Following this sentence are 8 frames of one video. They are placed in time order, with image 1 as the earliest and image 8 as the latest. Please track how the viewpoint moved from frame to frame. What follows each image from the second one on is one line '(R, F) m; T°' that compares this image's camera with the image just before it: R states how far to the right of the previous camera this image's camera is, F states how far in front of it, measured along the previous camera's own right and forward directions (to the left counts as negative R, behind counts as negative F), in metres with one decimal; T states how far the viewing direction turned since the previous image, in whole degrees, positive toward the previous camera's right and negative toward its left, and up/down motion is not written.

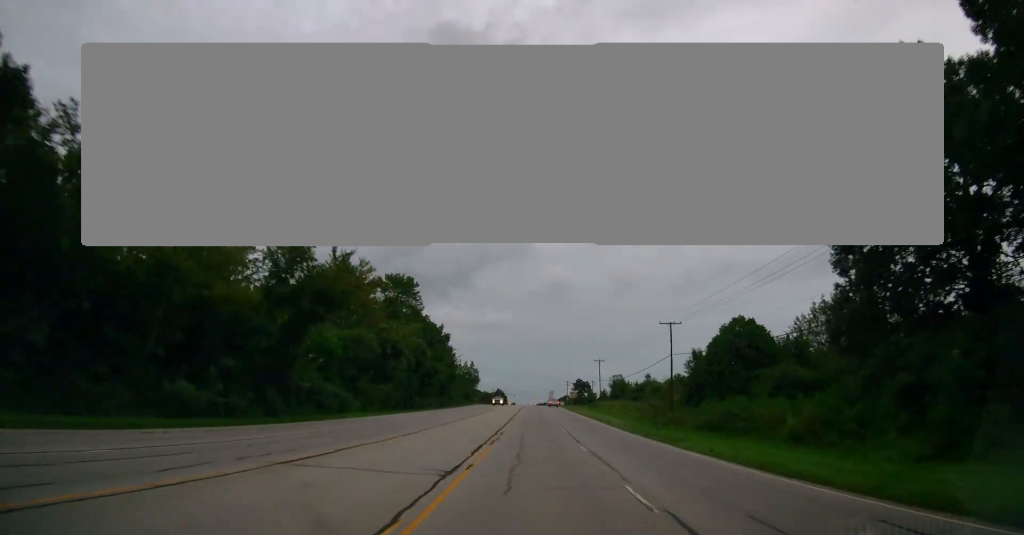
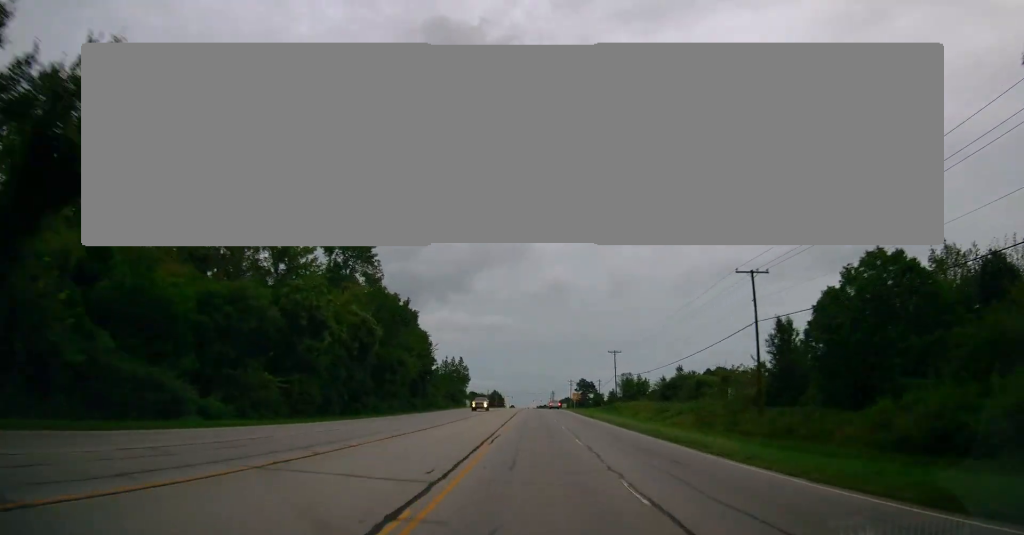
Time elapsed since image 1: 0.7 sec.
(-0.1, +24.2) m; 0°
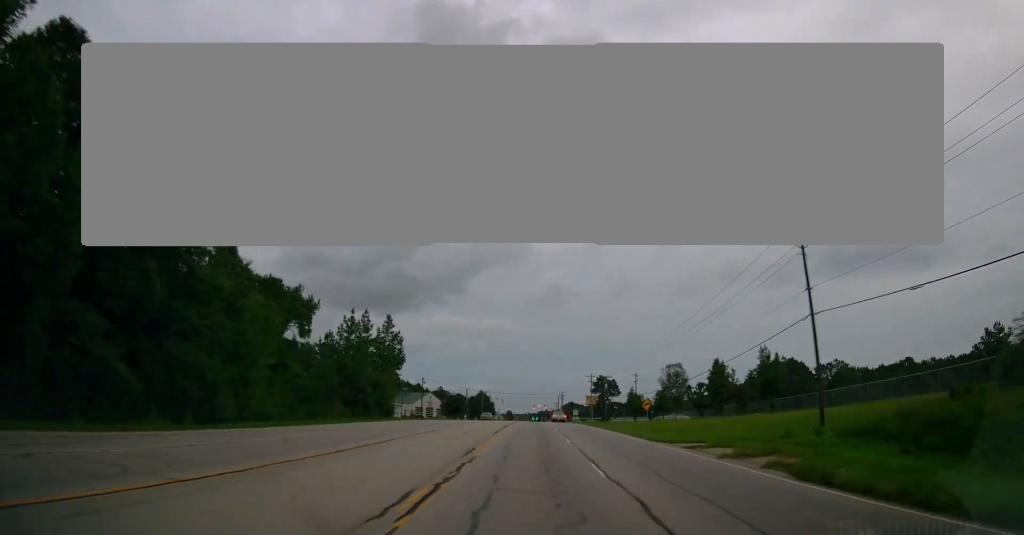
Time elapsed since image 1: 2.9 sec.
(+0.2, +72.0) m; 0°
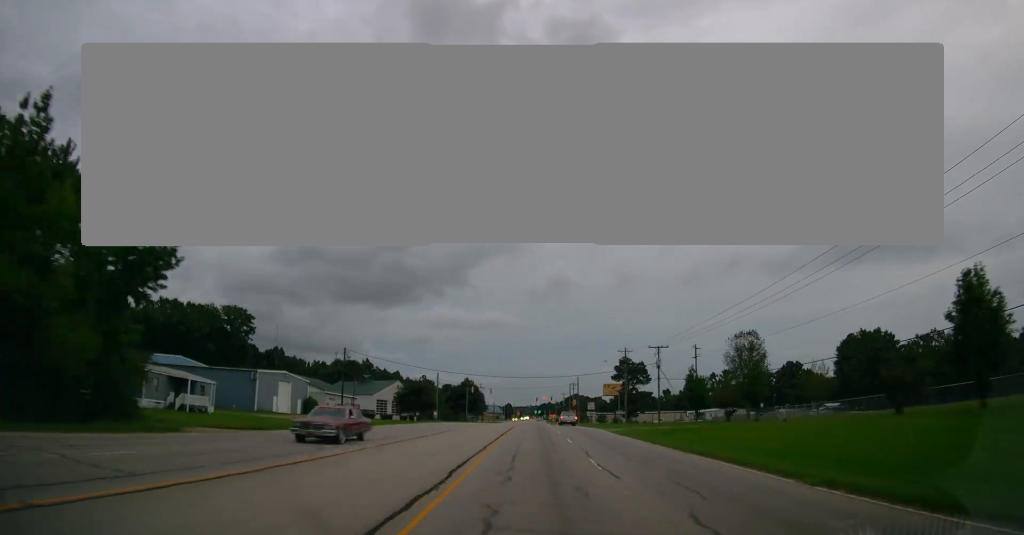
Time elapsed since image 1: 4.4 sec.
(-0.3, +48.4) m; 0°
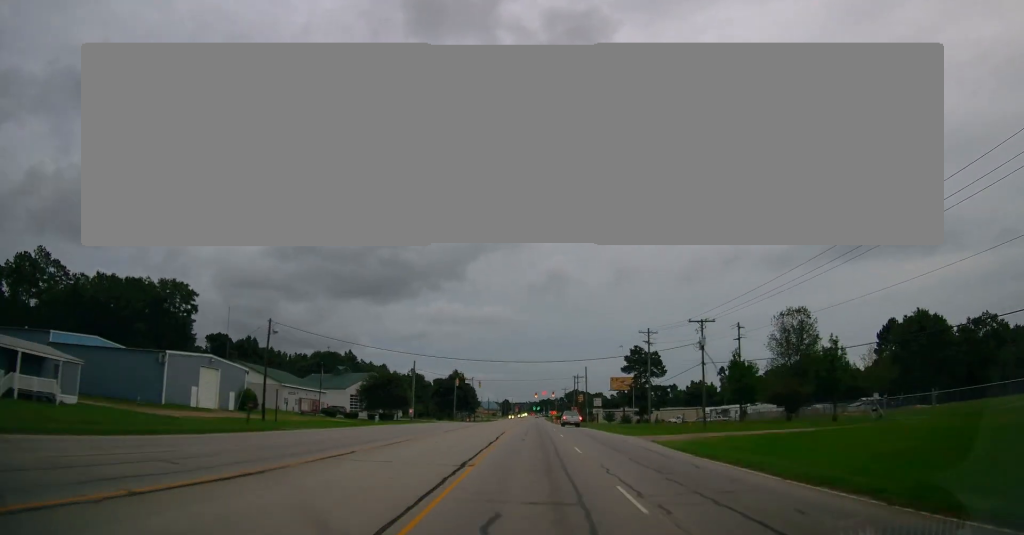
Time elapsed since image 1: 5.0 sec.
(0.0, +19.1) m; 0°
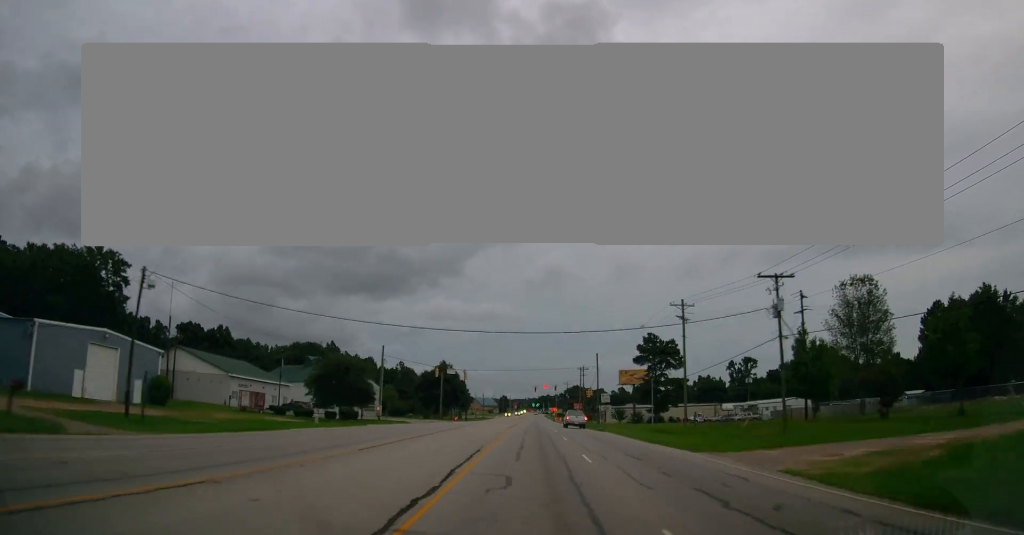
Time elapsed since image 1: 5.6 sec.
(0.0, +16.9) m; 0°
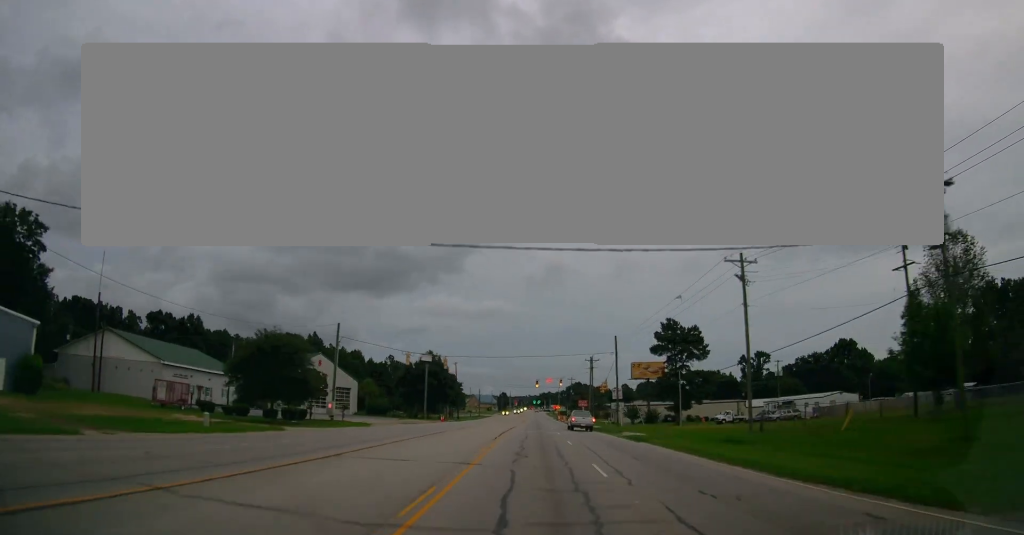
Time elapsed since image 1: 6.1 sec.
(+0.1, +15.7) m; 0°
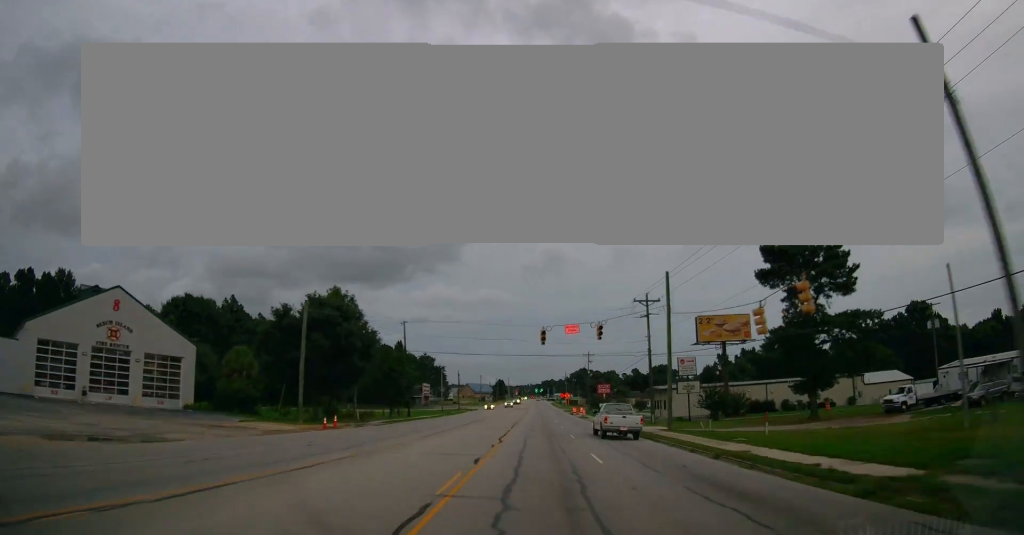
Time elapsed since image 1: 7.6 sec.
(-0.1, +48.0) m; 0°
